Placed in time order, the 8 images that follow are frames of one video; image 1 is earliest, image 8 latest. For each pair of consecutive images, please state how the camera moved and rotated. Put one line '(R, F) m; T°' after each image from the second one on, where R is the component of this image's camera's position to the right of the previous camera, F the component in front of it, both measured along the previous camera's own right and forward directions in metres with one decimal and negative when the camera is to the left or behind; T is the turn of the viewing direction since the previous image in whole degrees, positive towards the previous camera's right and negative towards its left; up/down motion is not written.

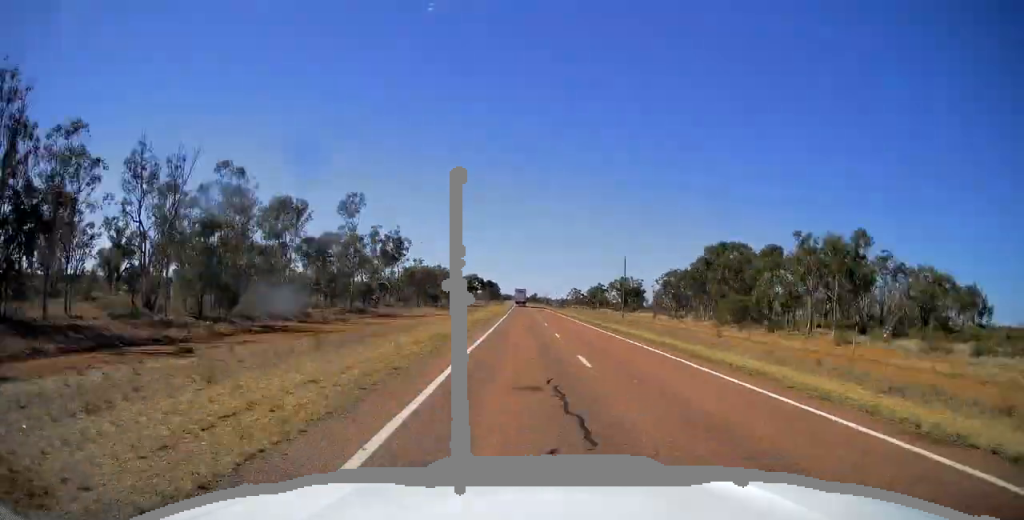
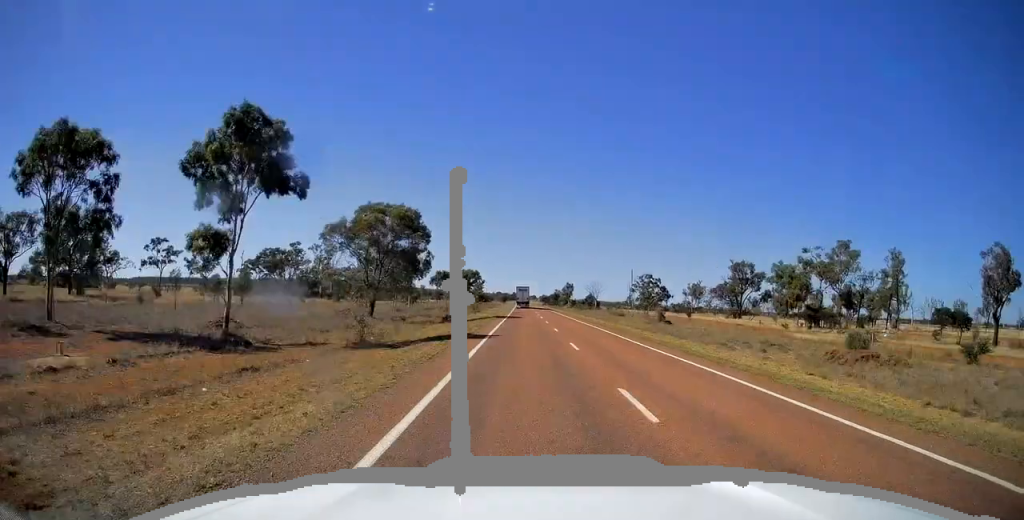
(-1.6, +255.5) m; -1°
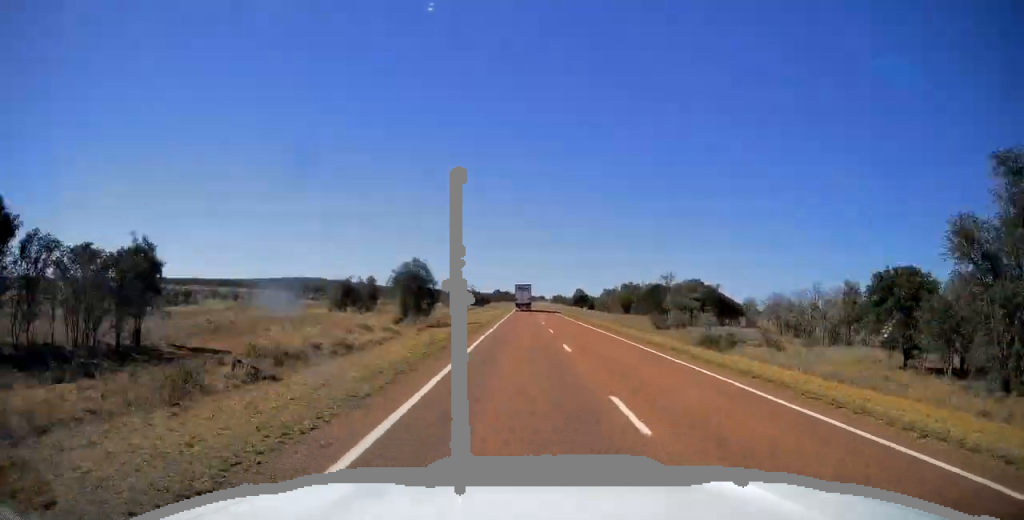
(-1.6, +246.1) m; 0°
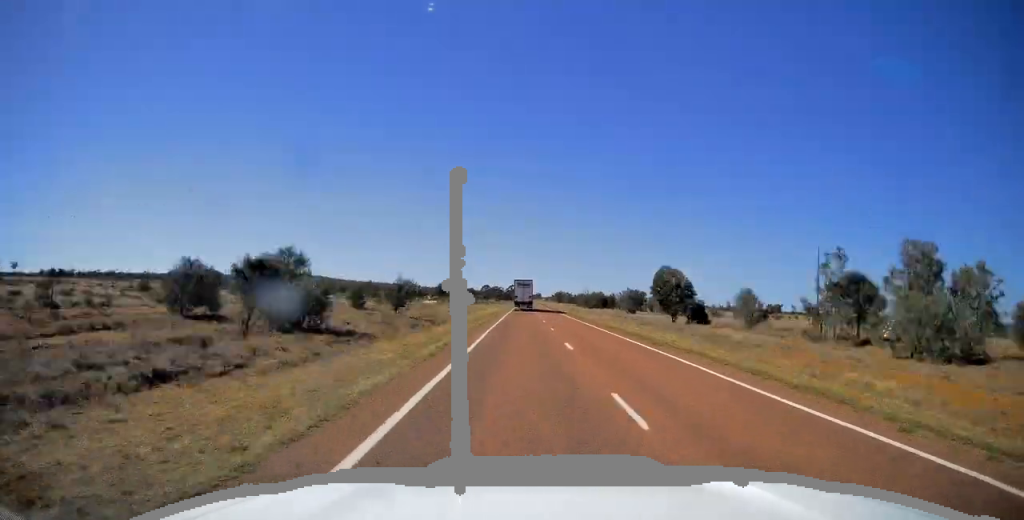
(-0.2, +128.3) m; 0°
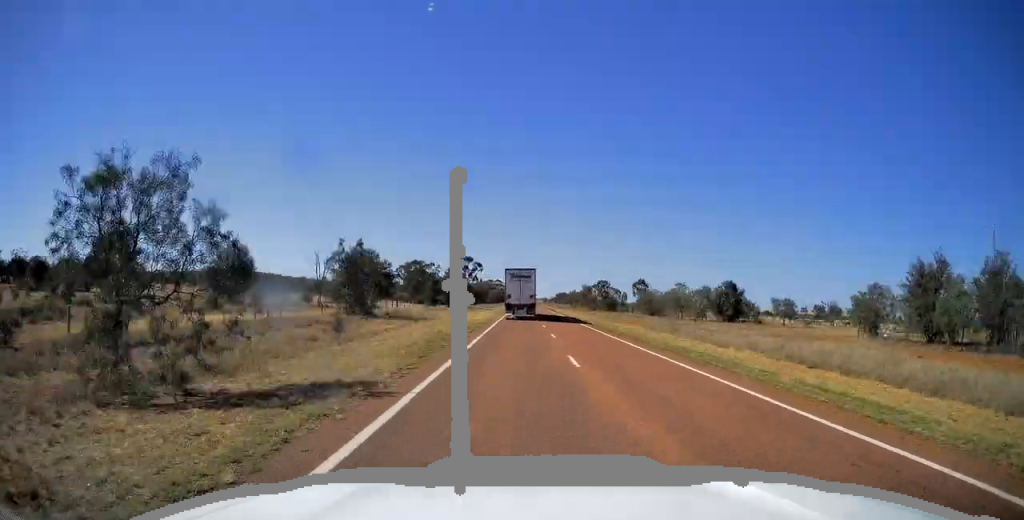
(+2.6, +308.3) m; +1°
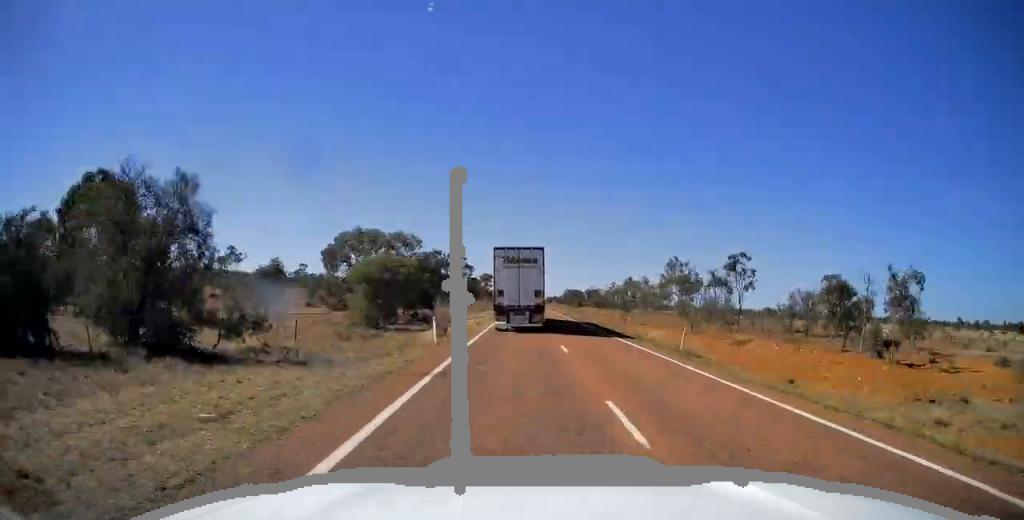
(+1.8, +191.4) m; +1°
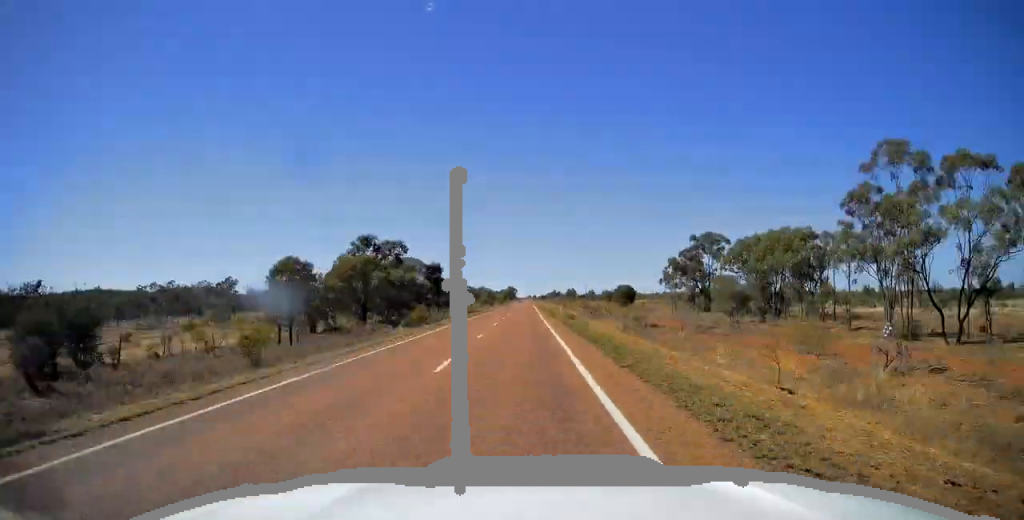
(+2.2, +377.6) m; 0°
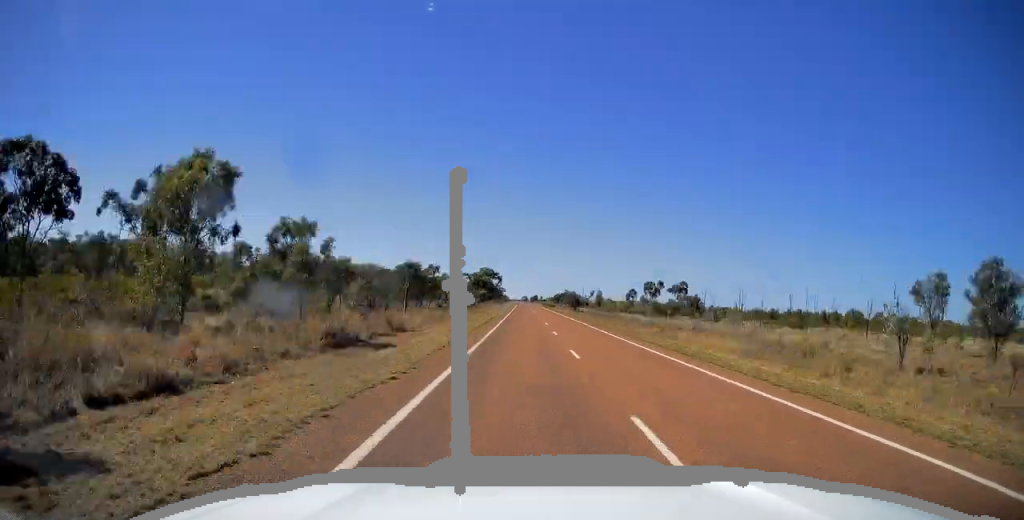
(+1.0, +345.4) m; 0°
